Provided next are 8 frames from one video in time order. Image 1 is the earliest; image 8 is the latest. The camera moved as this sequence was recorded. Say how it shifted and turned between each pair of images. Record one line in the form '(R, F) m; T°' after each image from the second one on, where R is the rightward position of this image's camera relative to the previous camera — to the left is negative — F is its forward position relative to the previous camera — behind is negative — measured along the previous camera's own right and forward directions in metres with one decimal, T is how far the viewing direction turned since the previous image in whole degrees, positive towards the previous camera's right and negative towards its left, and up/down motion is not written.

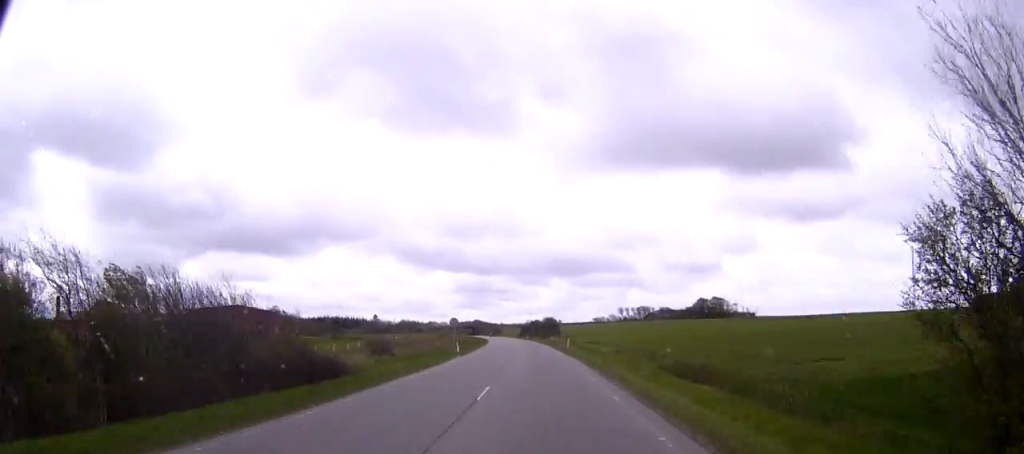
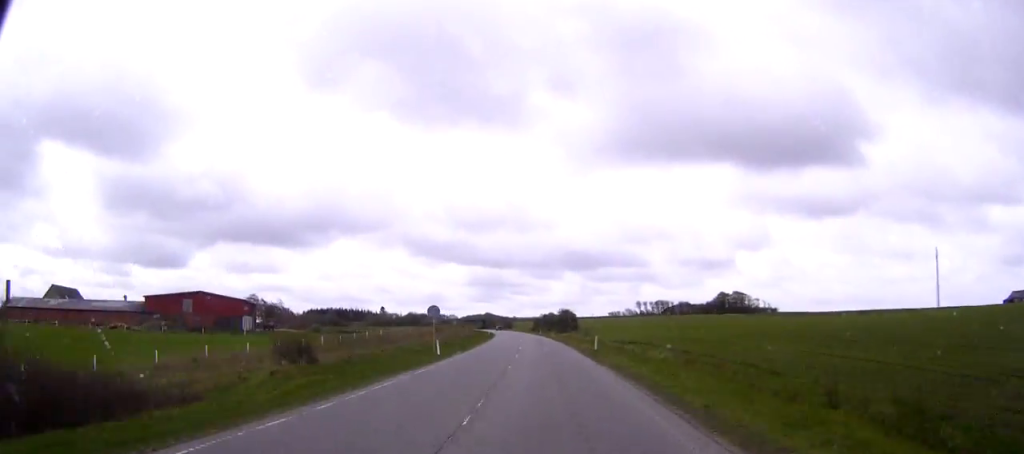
(-0.2, +21.4) m; -1°
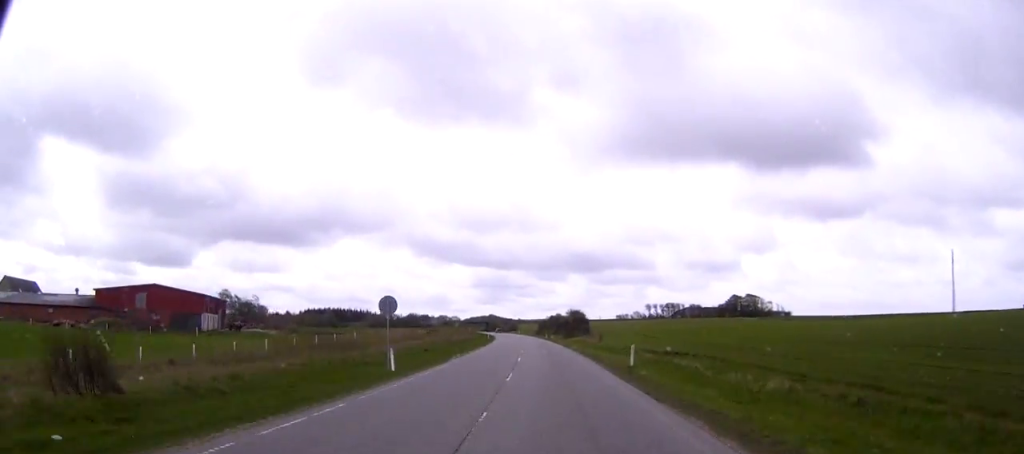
(-0.2, +17.2) m; -1°
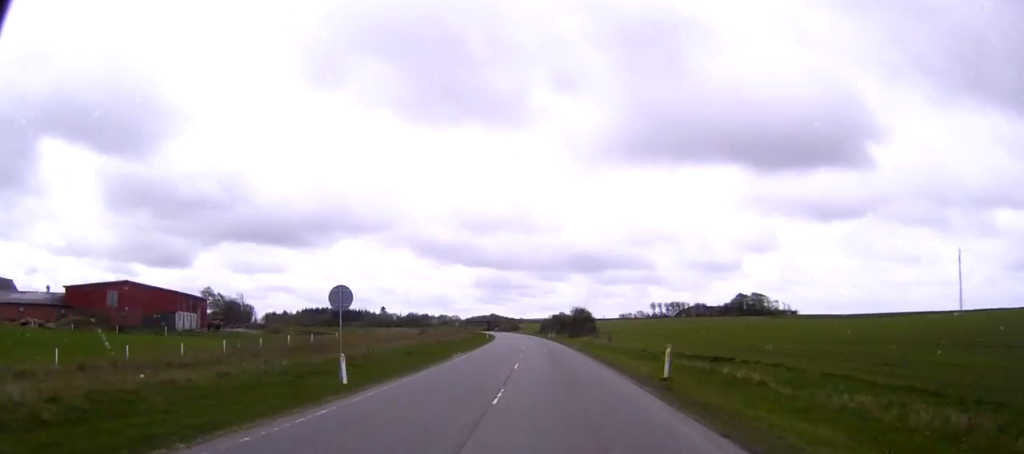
(0.0, +8.6) m; 0°
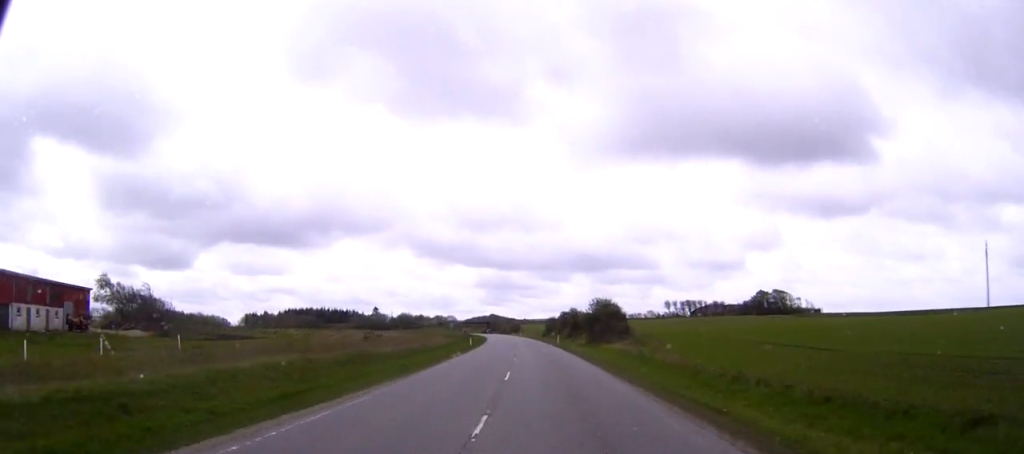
(-0.3, +35.6) m; 0°
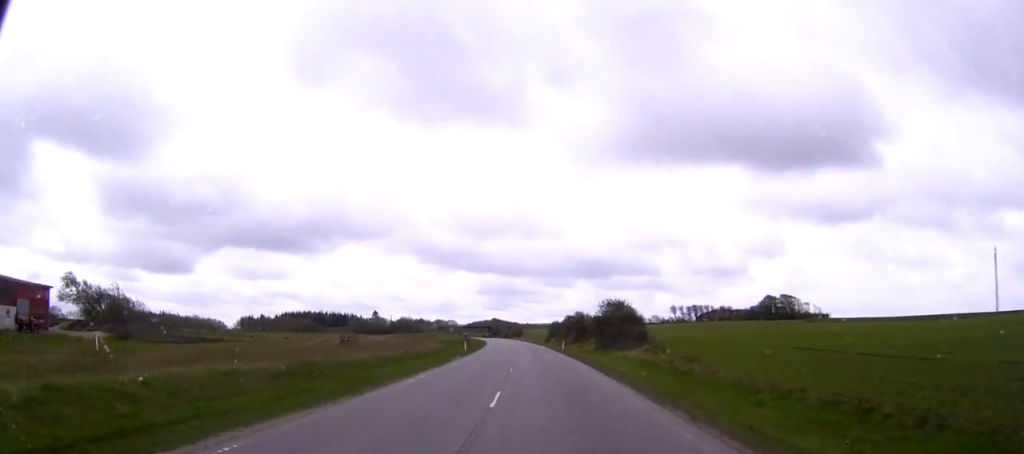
(0.0, +9.3) m; 0°
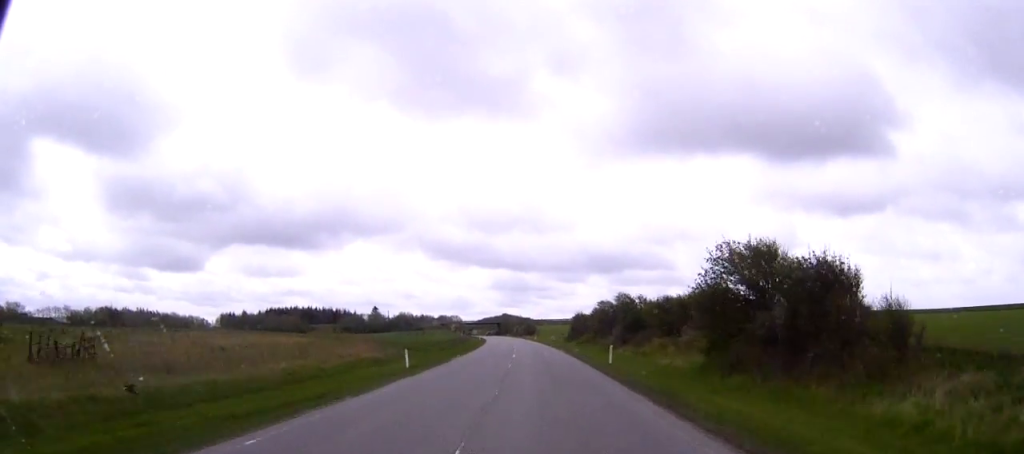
(-0.2, +41.5) m; -1°
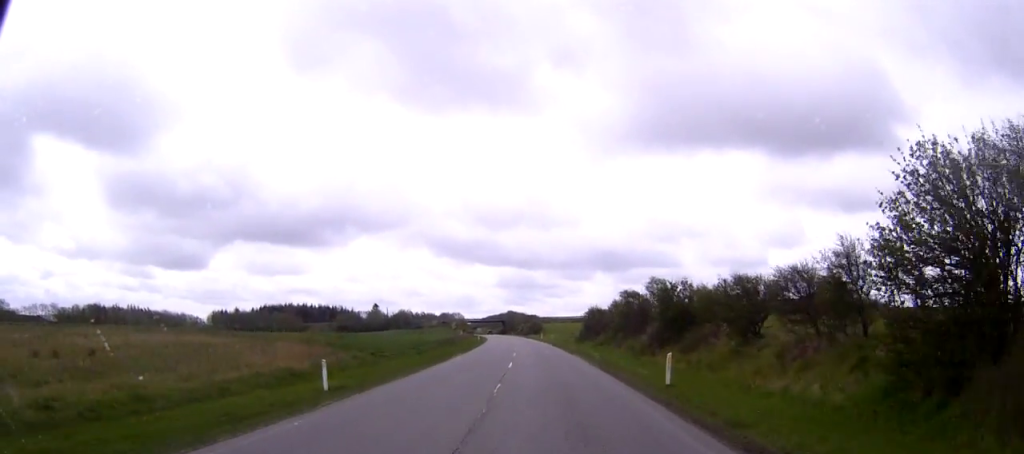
(-0.1, +15.7) m; -1°
